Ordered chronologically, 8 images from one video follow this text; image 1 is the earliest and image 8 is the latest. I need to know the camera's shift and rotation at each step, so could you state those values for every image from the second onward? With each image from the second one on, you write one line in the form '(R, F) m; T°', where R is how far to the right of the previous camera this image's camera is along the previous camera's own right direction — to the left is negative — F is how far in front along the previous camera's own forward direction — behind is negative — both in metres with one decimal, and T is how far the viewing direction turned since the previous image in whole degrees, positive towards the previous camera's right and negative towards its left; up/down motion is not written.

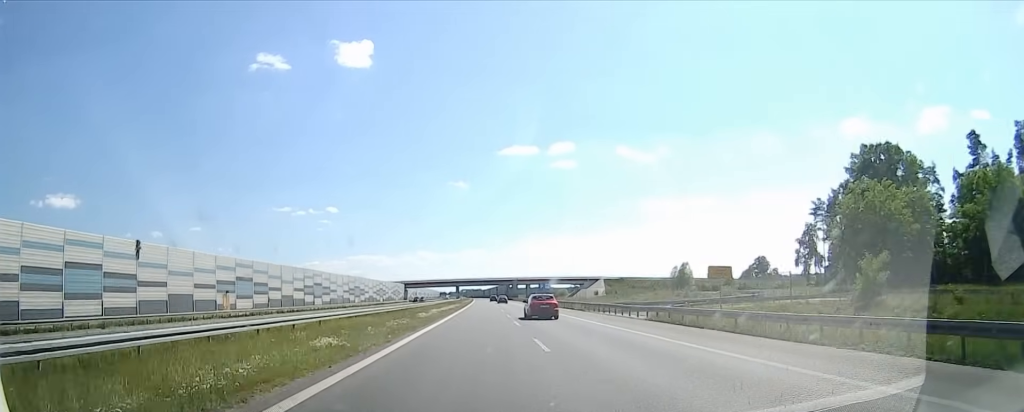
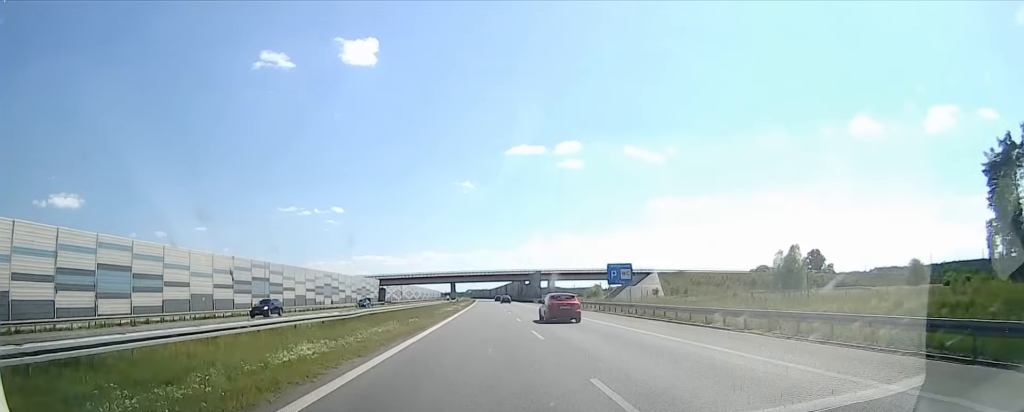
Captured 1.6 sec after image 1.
(-1.3, +57.3) m; -2°
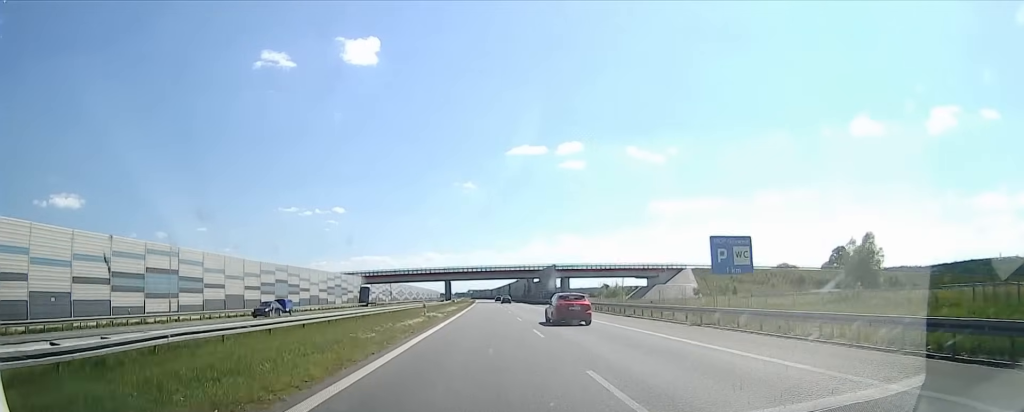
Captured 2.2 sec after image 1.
(0.0, +23.1) m; 0°
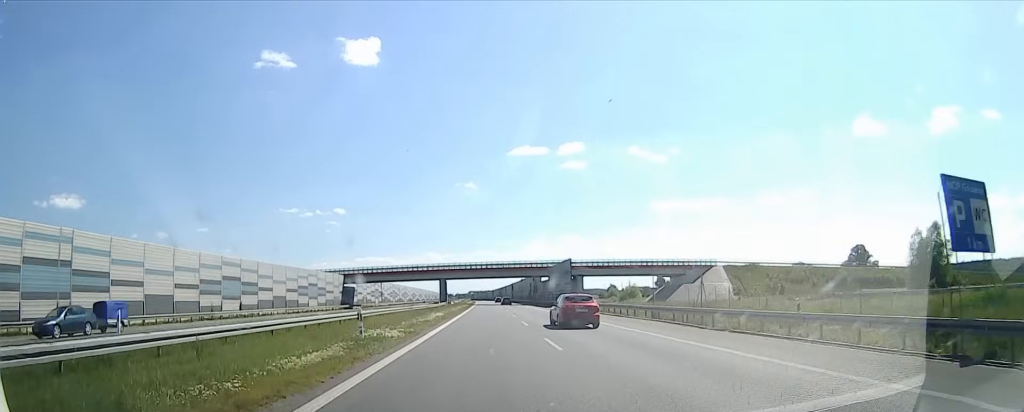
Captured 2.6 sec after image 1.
(0.0, +16.0) m; 0°
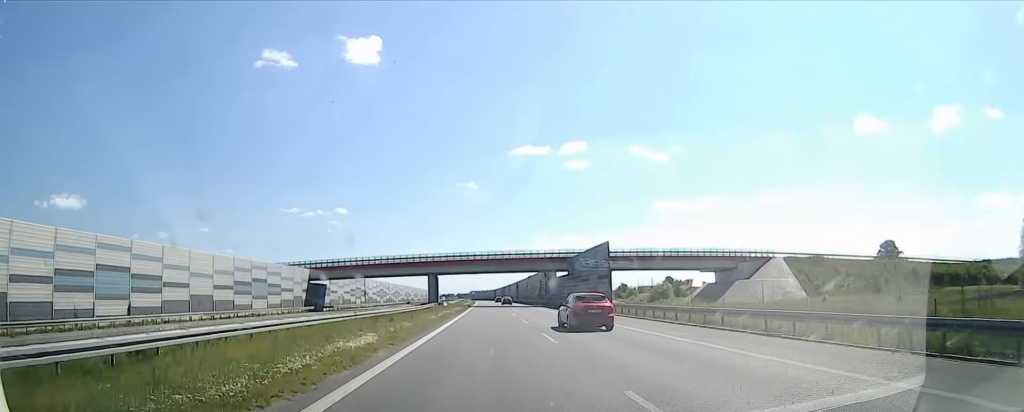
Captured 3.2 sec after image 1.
(0.0, +22.2) m; 0°
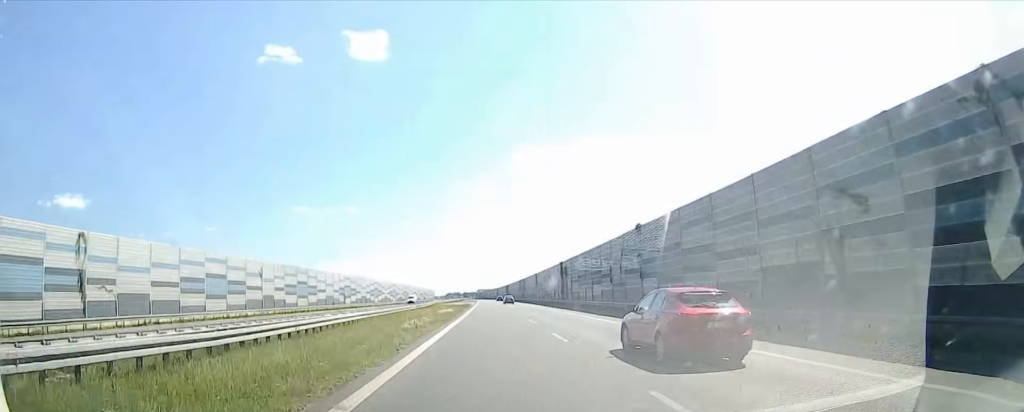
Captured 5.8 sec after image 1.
(0.0, +96.7) m; 0°
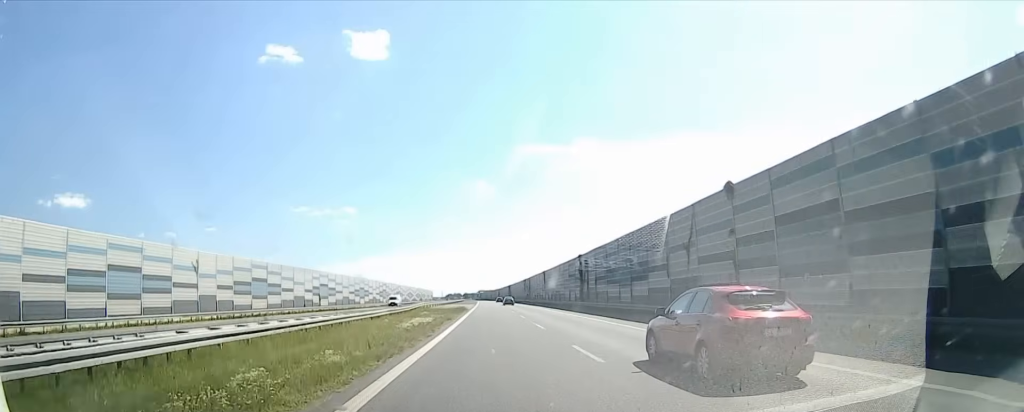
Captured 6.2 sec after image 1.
(0.0, +16.7) m; 0°
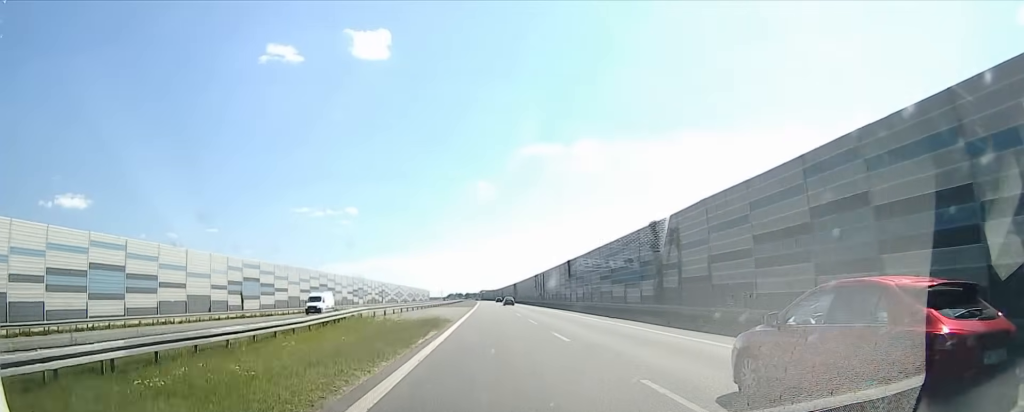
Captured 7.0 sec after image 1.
(0.0, +31.2) m; 0°
